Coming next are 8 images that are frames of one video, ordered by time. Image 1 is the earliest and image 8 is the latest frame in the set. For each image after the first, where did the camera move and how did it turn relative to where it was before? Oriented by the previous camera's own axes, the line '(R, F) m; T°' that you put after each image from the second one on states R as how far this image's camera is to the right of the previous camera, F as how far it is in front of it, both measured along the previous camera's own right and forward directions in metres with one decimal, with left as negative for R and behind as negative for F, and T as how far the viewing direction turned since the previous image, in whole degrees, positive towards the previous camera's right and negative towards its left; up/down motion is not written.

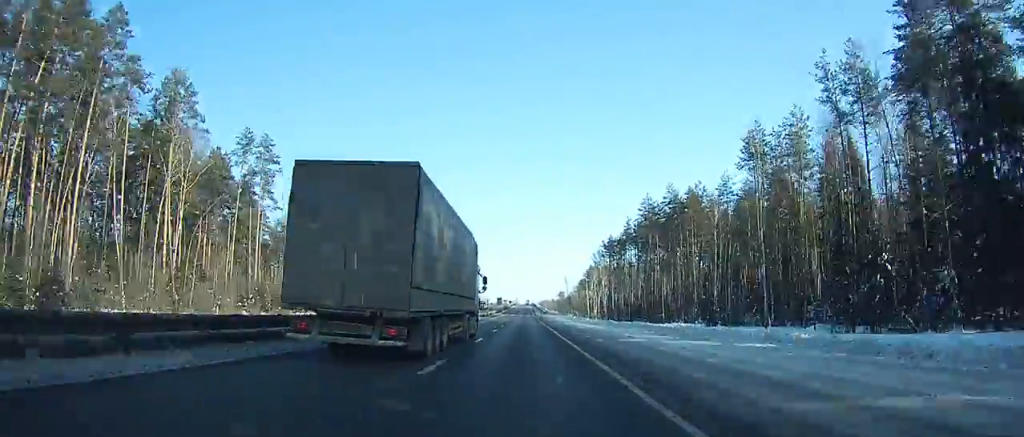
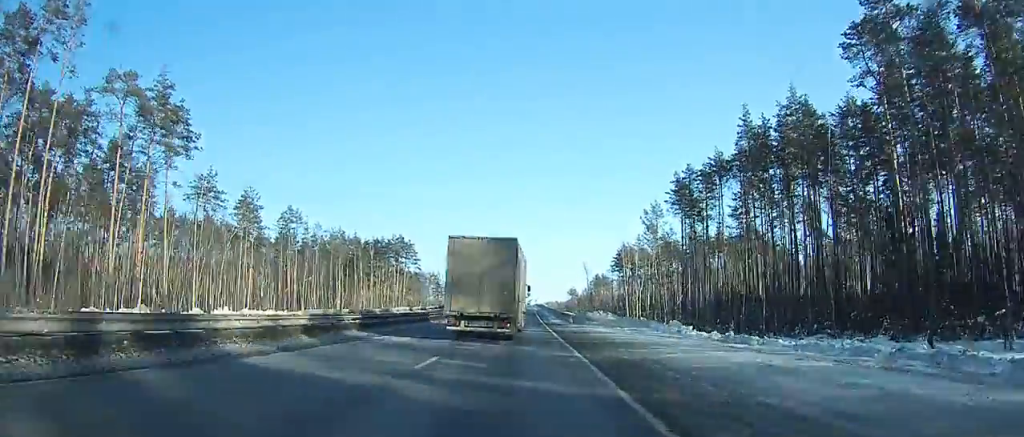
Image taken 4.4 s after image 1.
(+0.2, +95.0) m; 0°
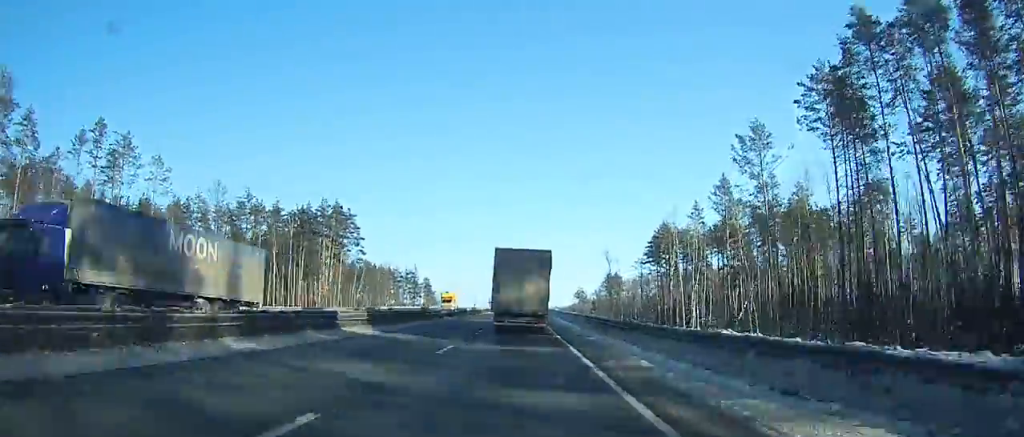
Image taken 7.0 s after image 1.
(-0.2, +56.8) m; 0°
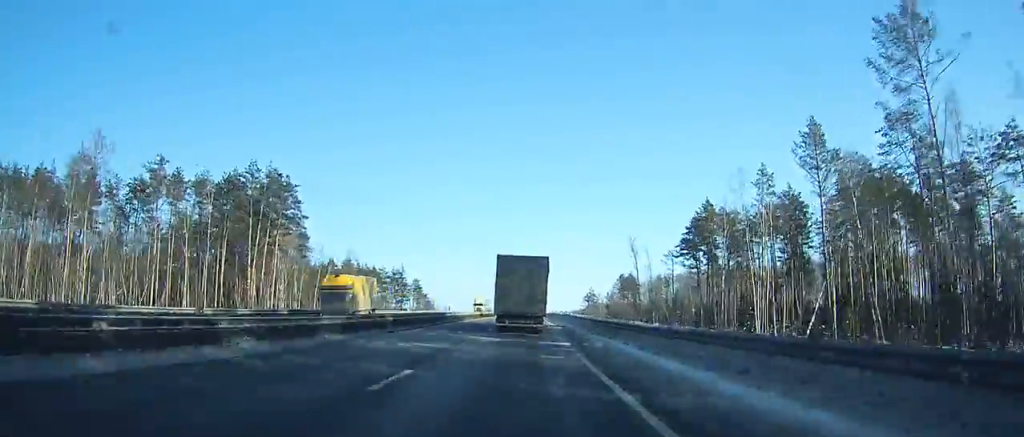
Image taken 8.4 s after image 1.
(-0.2, +30.7) m; 0°
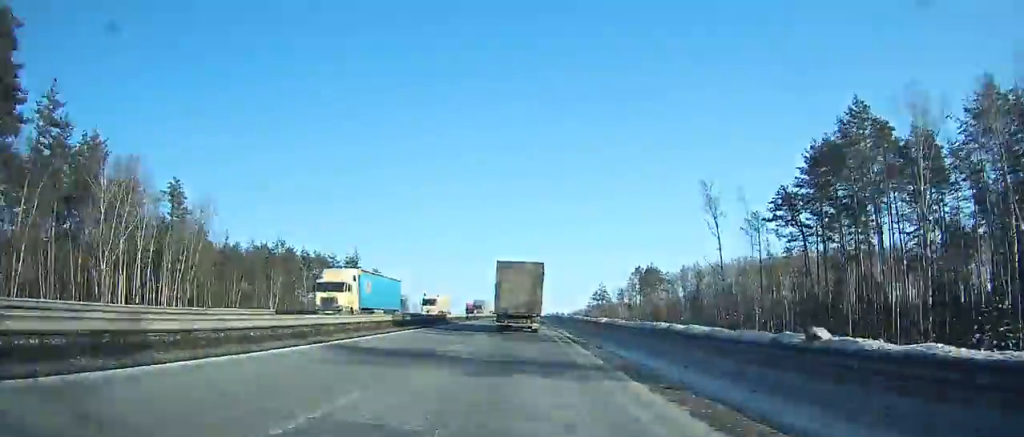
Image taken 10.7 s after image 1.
(+0.2, +51.0) m; 0°
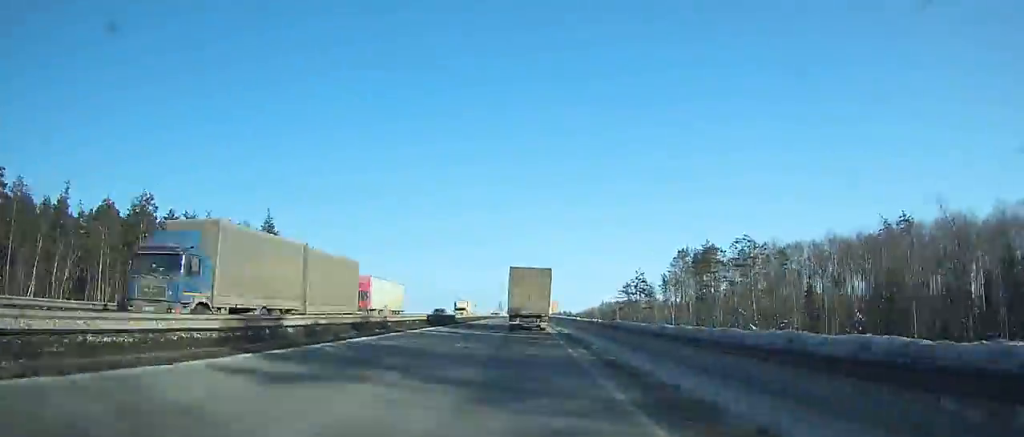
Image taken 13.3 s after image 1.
(0.0, +58.2) m; 0°
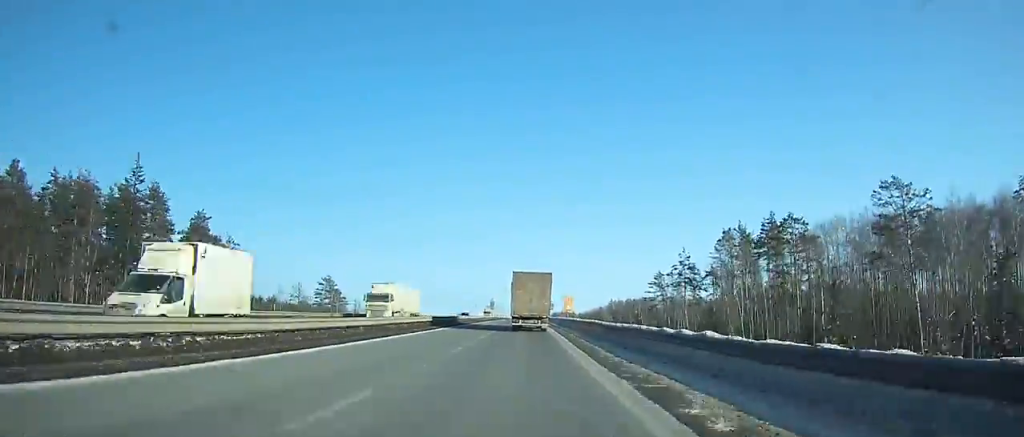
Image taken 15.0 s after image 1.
(-0.1, +38.4) m; 0°
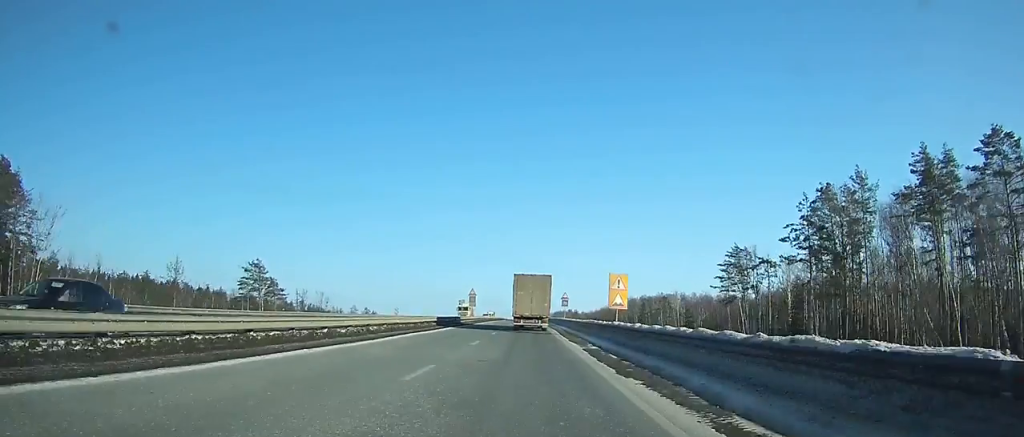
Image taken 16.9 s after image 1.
(0.0, +43.4) m; 0°
